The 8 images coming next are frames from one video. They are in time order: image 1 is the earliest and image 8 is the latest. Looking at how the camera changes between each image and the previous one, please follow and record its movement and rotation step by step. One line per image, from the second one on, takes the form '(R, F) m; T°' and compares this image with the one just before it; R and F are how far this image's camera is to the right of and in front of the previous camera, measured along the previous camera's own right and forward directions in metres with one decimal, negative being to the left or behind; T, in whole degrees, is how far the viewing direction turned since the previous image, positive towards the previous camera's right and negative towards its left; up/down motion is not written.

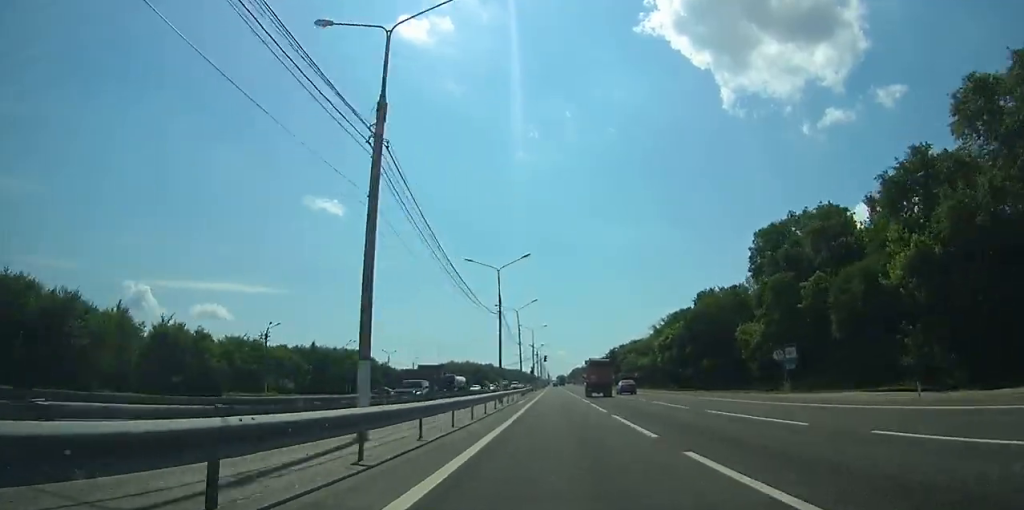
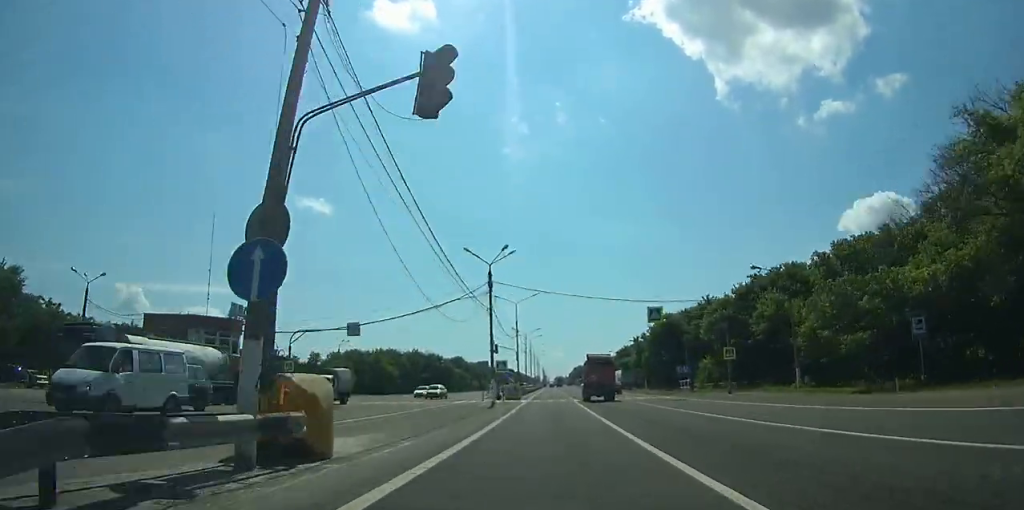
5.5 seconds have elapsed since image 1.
(+0.2, +94.8) m; 0°
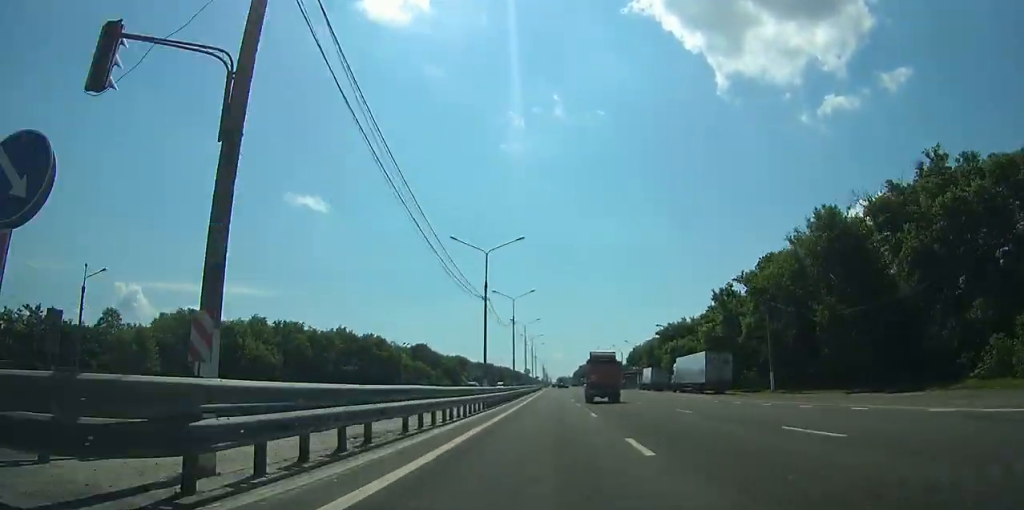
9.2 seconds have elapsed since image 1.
(0.0, +64.5) m; 0°
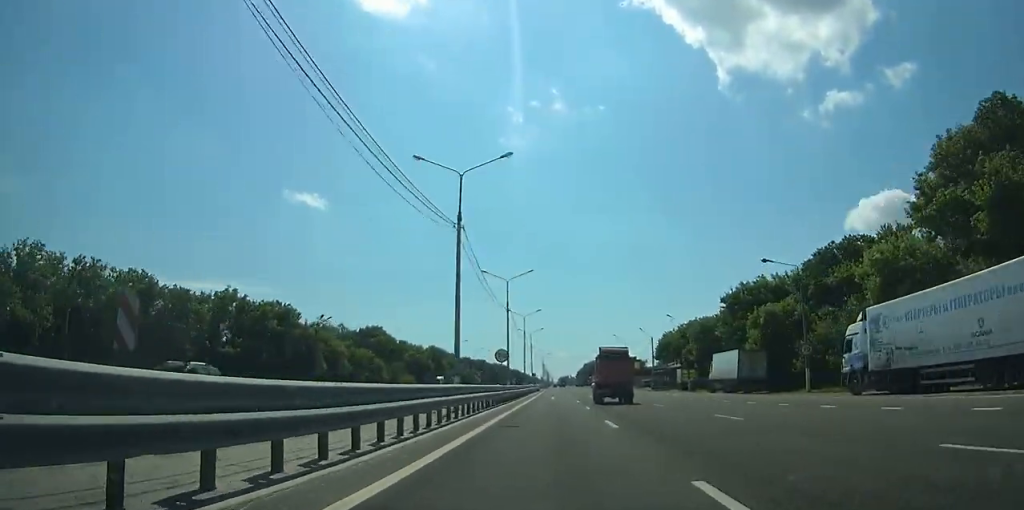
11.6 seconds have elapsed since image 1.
(0.0, +43.5) m; 0°
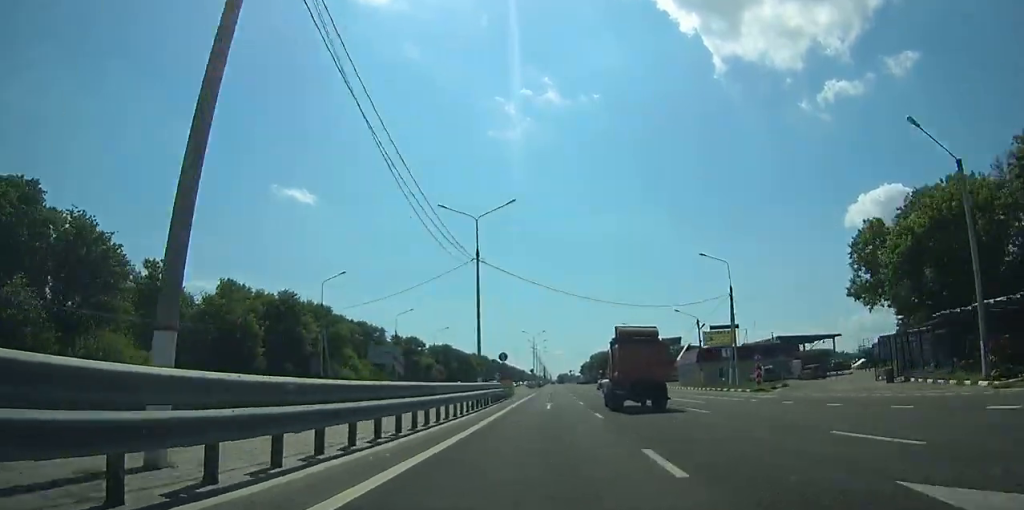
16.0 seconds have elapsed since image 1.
(-0.2, +80.0) m; 0°
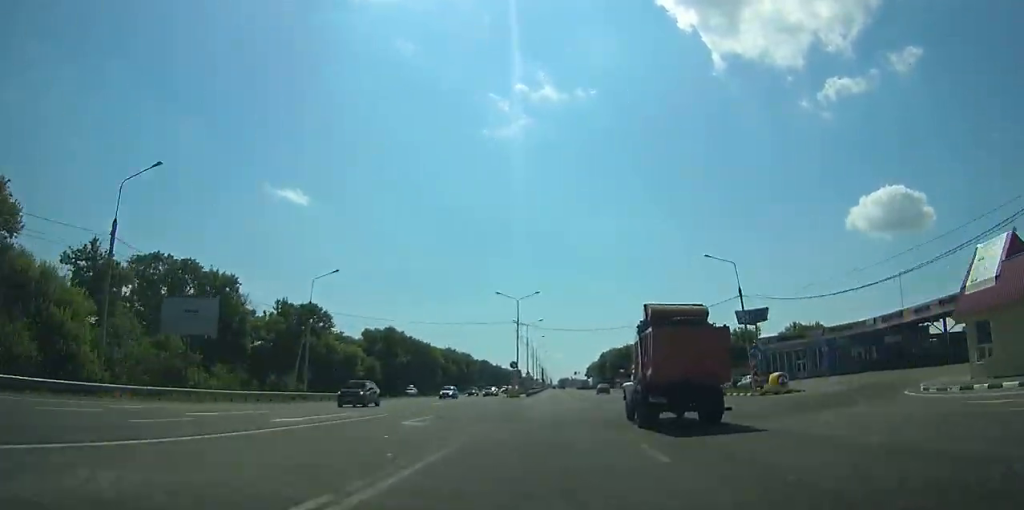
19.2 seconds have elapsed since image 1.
(-0.1, +57.7) m; 0°
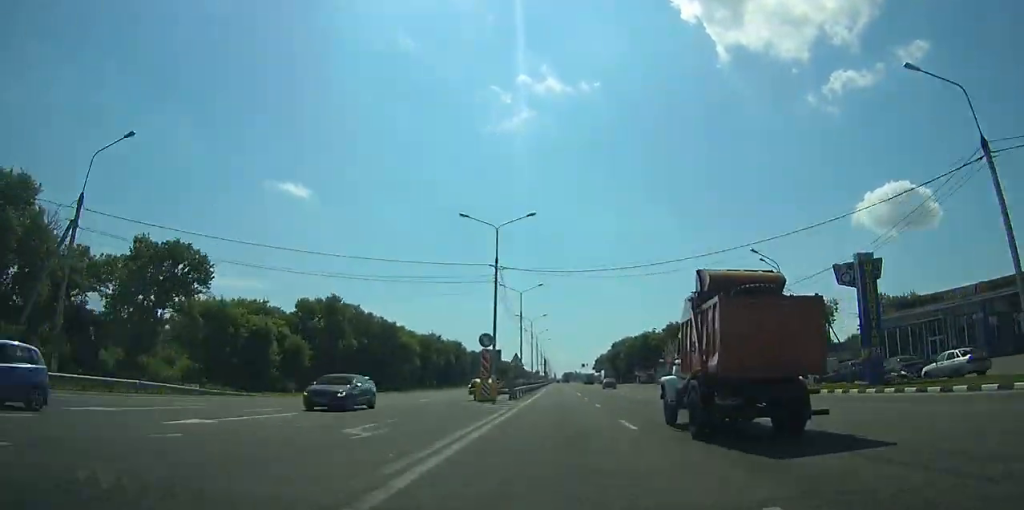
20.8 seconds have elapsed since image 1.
(0.0, +29.2) m; 0°
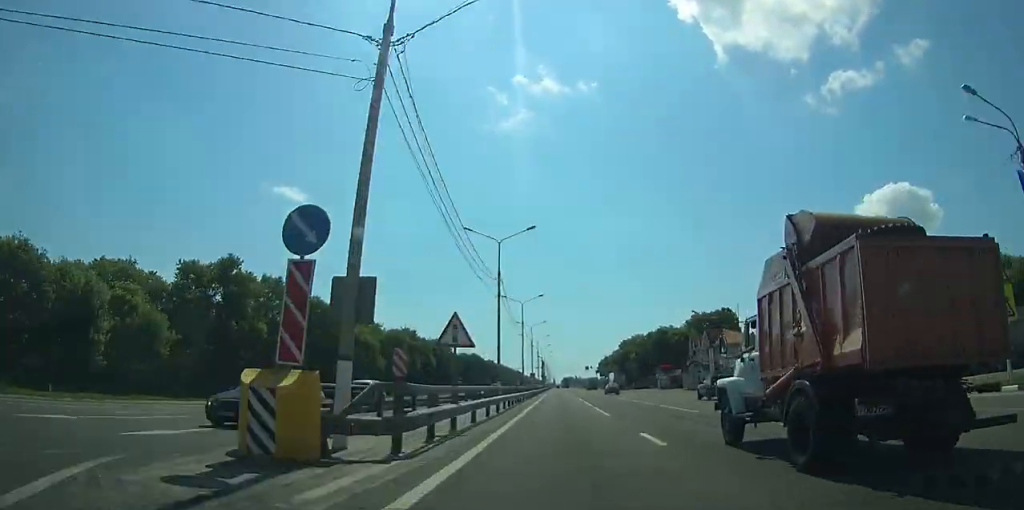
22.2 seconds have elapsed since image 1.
(0.0, +25.7) m; 0°
